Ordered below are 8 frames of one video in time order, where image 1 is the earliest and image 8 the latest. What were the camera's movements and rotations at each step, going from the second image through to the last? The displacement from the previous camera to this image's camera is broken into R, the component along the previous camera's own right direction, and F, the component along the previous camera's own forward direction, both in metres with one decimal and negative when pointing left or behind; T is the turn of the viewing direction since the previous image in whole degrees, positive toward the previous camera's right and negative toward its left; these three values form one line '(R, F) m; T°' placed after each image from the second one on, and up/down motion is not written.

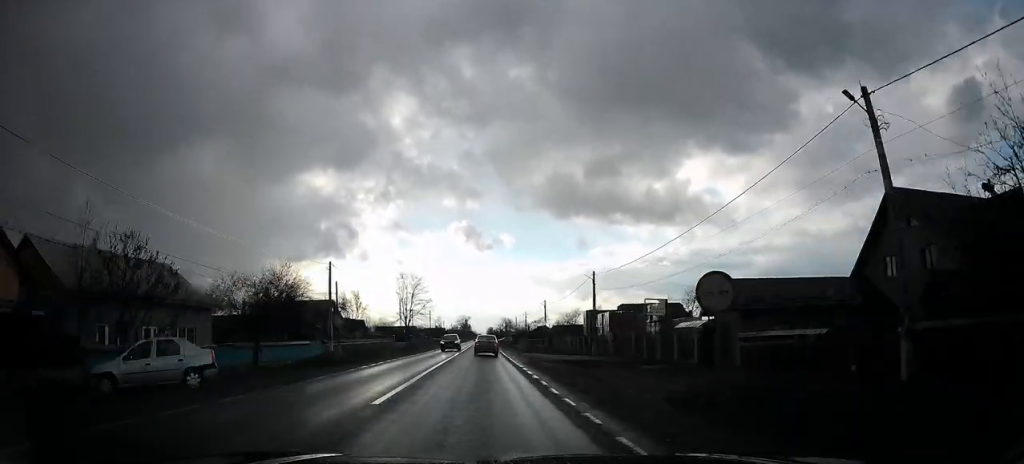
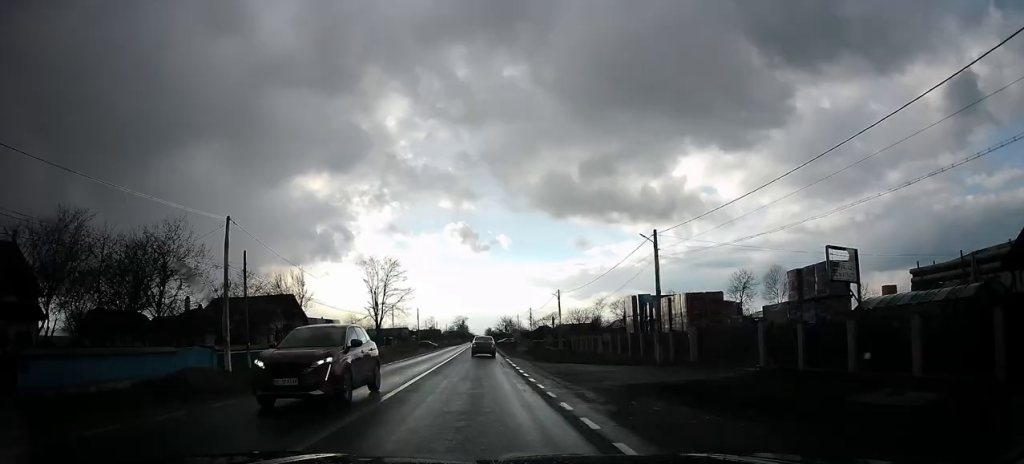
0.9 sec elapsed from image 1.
(-0.3, +19.0) m; -2°
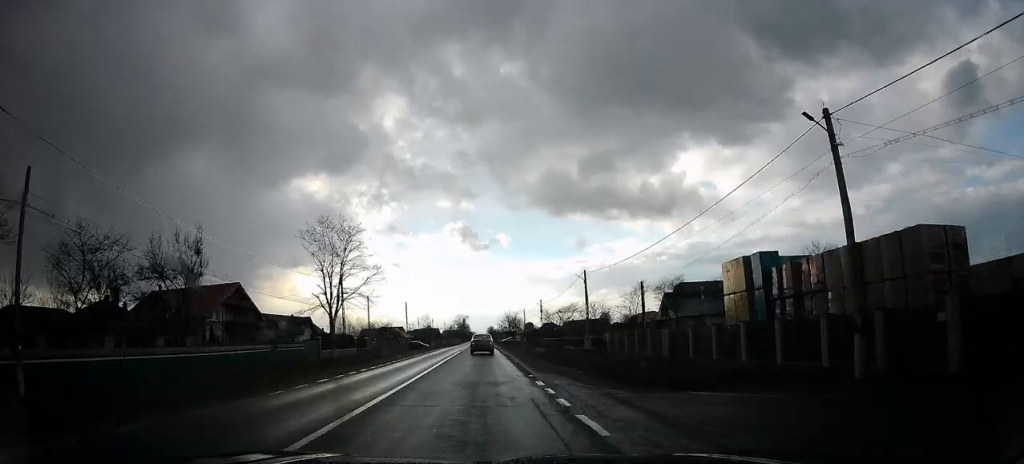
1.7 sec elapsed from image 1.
(-0.4, +17.5) m; -1°
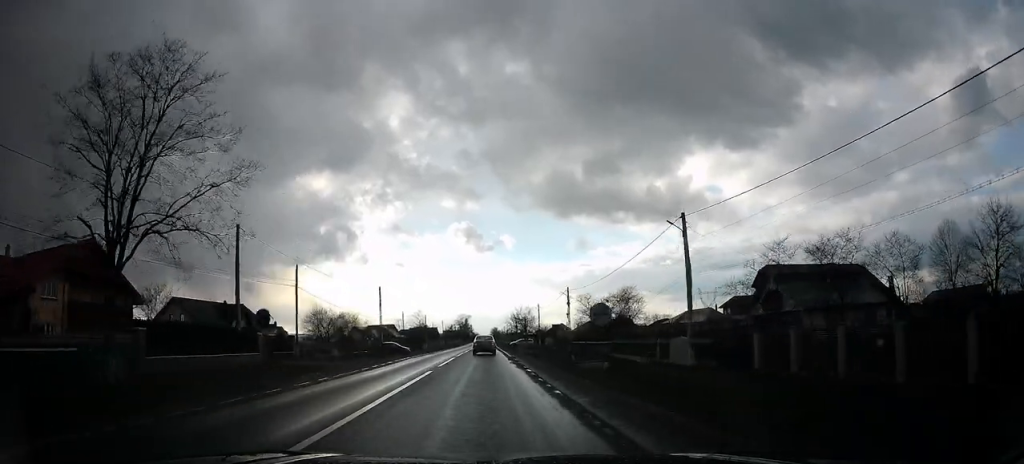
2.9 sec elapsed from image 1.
(0.0, +25.2) m; 0°
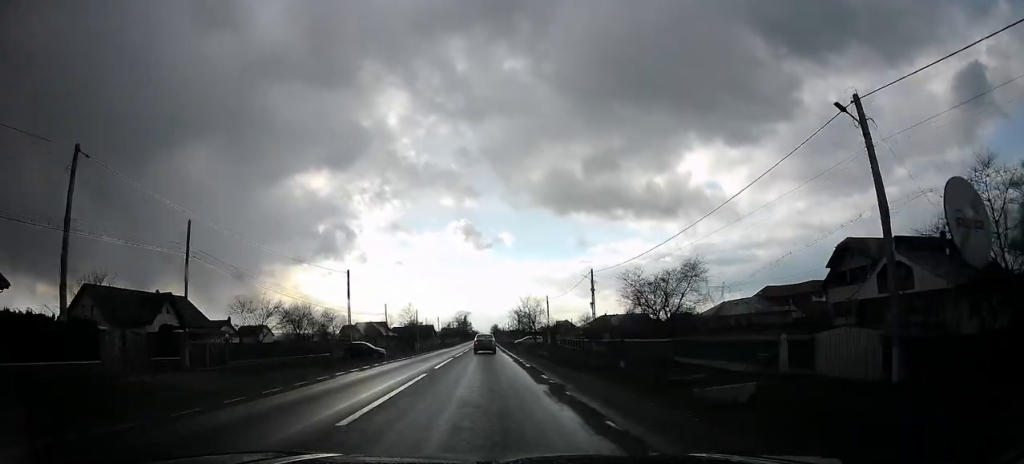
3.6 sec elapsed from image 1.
(0.0, +14.7) m; 0°
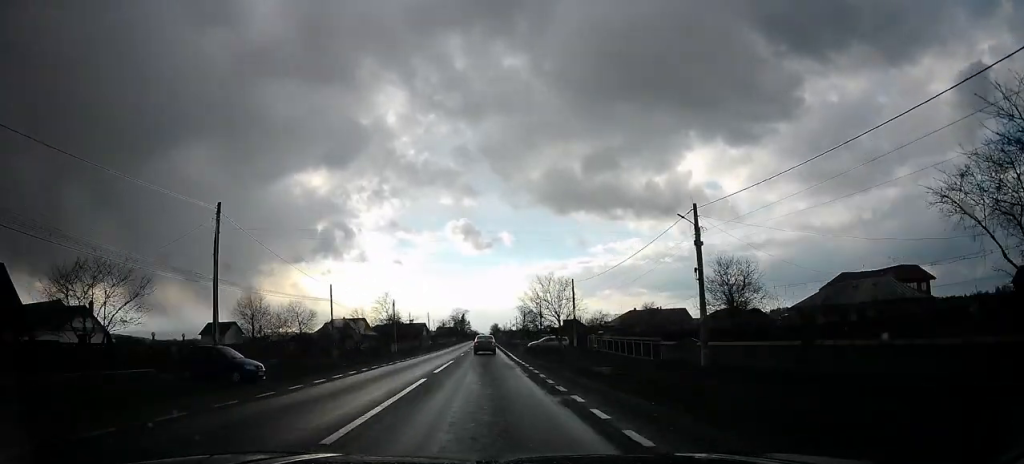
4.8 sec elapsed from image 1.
(+0.2, +25.3) m; +2°
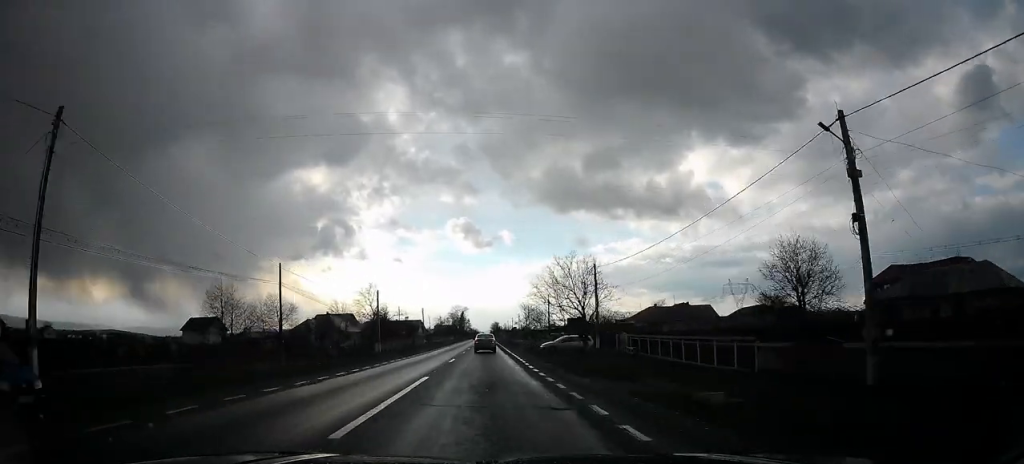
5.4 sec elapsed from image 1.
(+0.6, +12.0) m; 0°
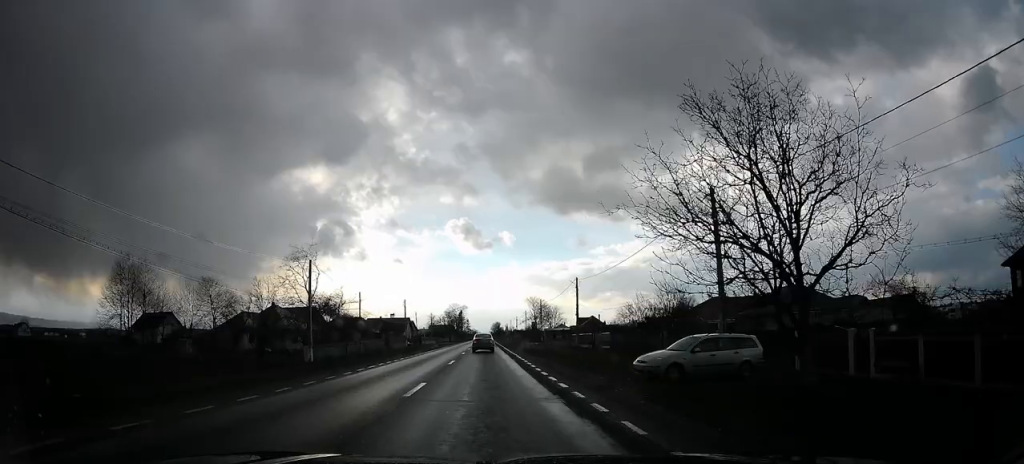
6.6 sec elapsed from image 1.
(-1.2, +26.0) m; -3°
